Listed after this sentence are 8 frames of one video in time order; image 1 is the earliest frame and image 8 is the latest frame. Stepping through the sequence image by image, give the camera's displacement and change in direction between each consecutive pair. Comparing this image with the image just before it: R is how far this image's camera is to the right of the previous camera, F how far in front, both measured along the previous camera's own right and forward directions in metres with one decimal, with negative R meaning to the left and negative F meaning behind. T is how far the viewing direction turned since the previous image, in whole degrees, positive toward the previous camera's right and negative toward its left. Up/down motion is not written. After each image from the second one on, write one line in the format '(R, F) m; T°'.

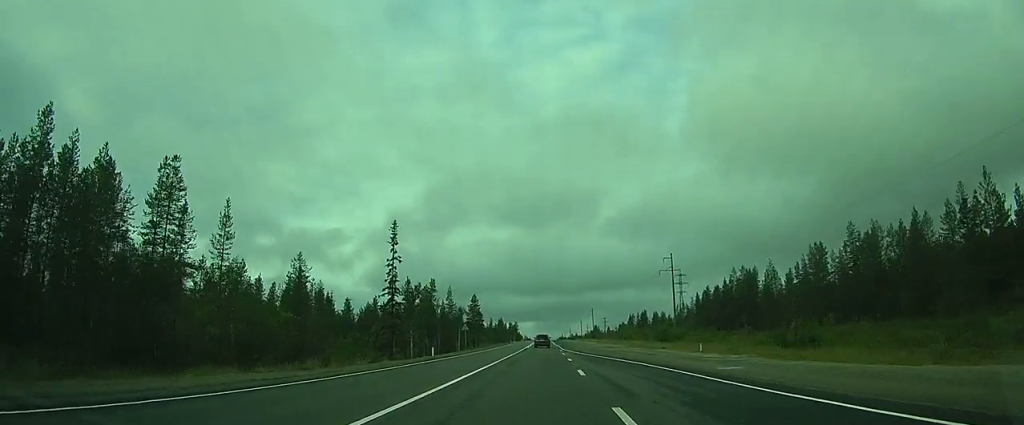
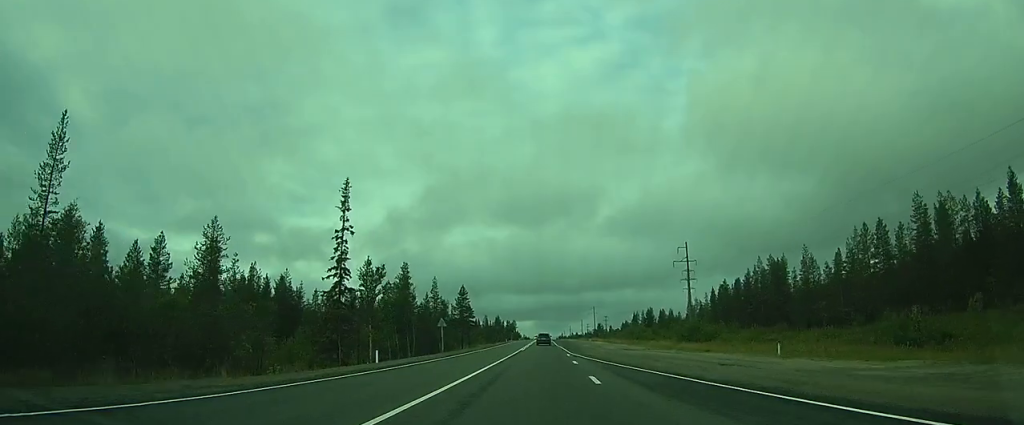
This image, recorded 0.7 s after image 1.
(0.0, +14.4) m; 0°
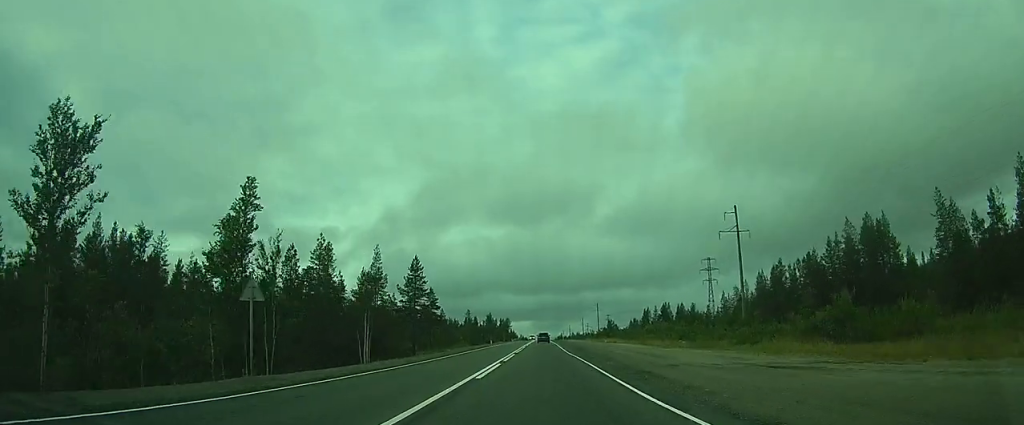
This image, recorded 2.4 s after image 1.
(+0.2, +31.7) m; +1°
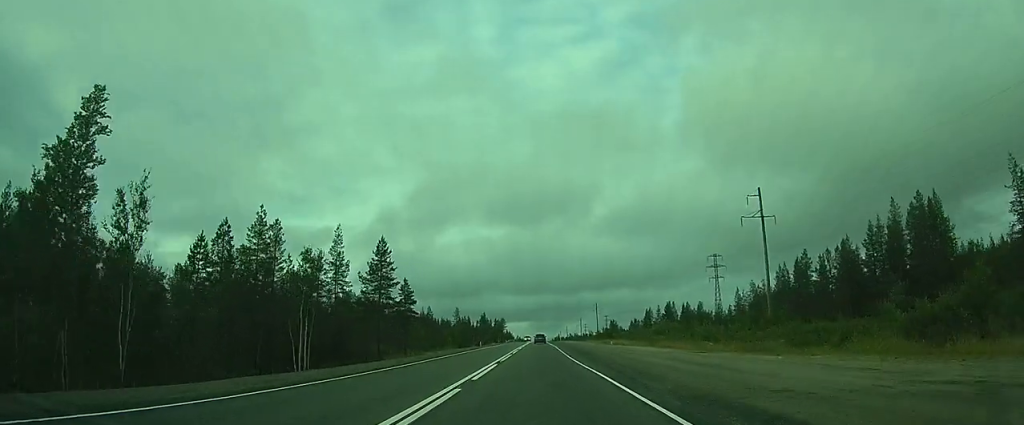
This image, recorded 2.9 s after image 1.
(+0.1, +10.8) m; 0°
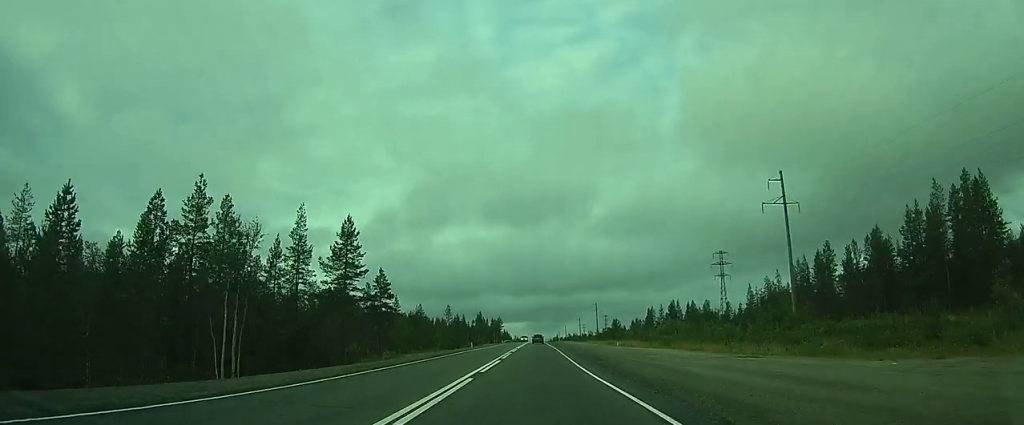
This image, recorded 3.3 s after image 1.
(0.0, +7.6) m; 0°
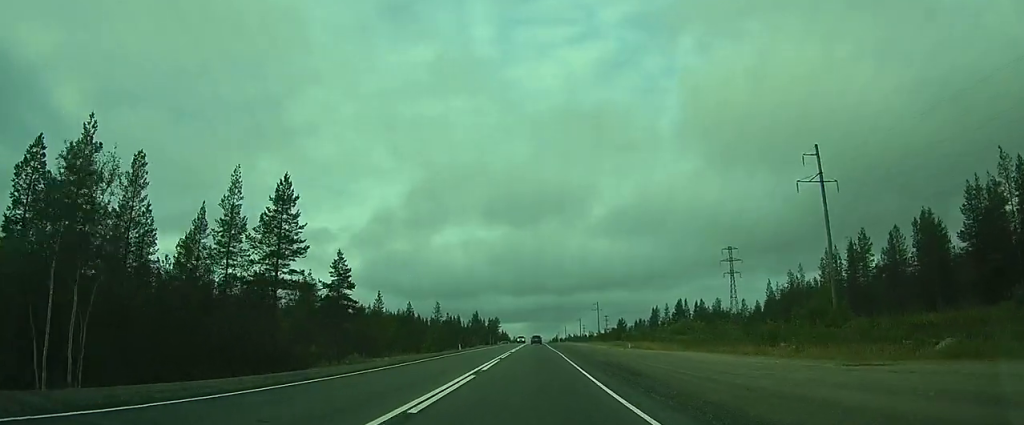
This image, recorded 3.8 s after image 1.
(0.0, +9.1) m; 0°
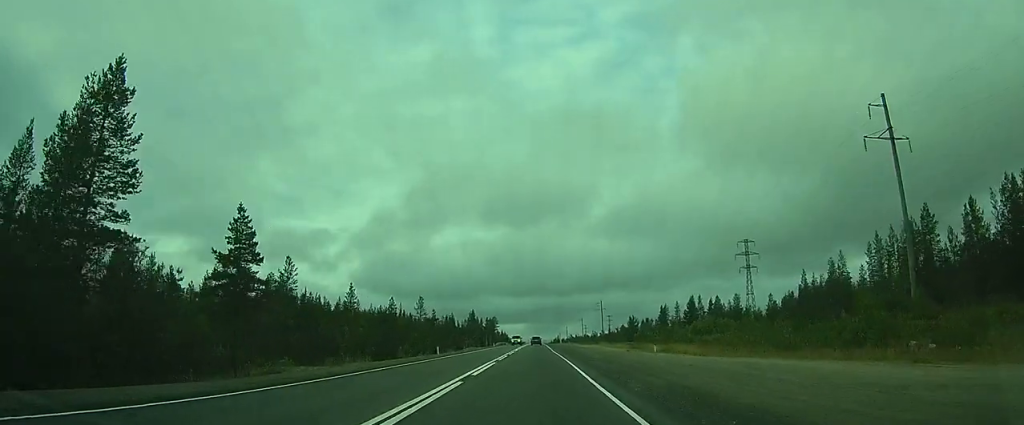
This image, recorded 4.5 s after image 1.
(0.0, +11.9) m; 0°
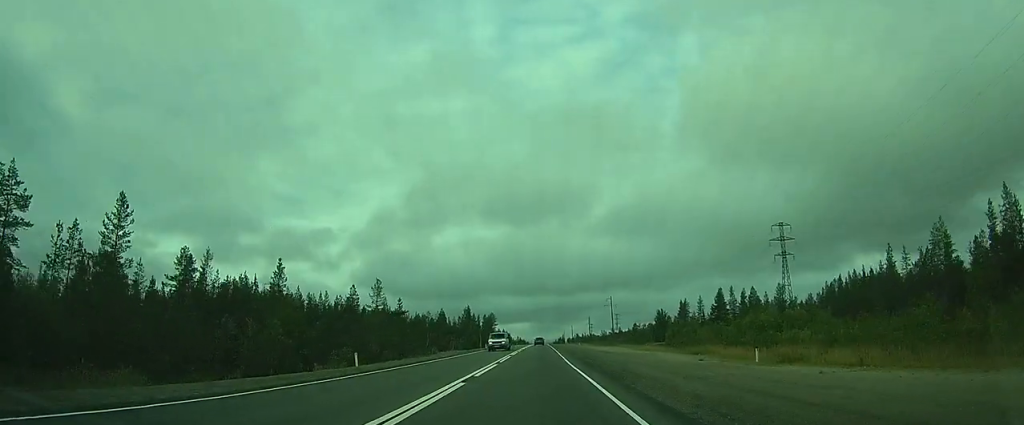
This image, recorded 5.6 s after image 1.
(-0.1, +18.3) m; 0°
